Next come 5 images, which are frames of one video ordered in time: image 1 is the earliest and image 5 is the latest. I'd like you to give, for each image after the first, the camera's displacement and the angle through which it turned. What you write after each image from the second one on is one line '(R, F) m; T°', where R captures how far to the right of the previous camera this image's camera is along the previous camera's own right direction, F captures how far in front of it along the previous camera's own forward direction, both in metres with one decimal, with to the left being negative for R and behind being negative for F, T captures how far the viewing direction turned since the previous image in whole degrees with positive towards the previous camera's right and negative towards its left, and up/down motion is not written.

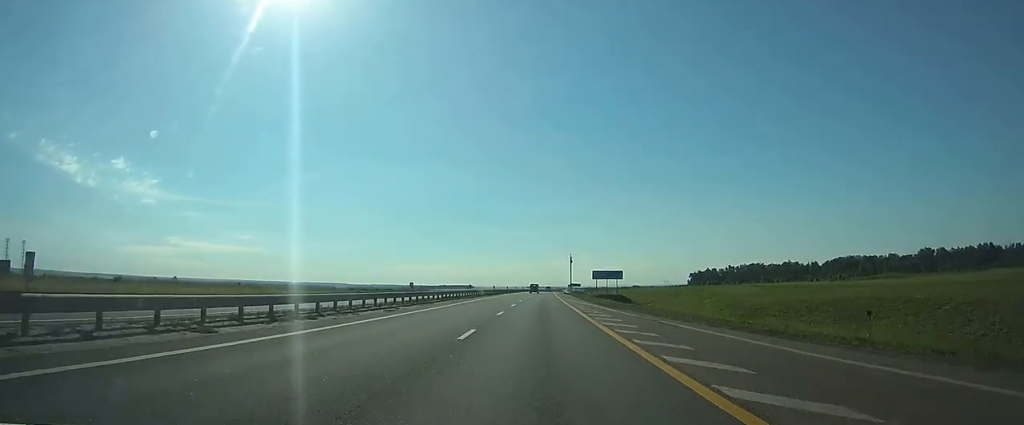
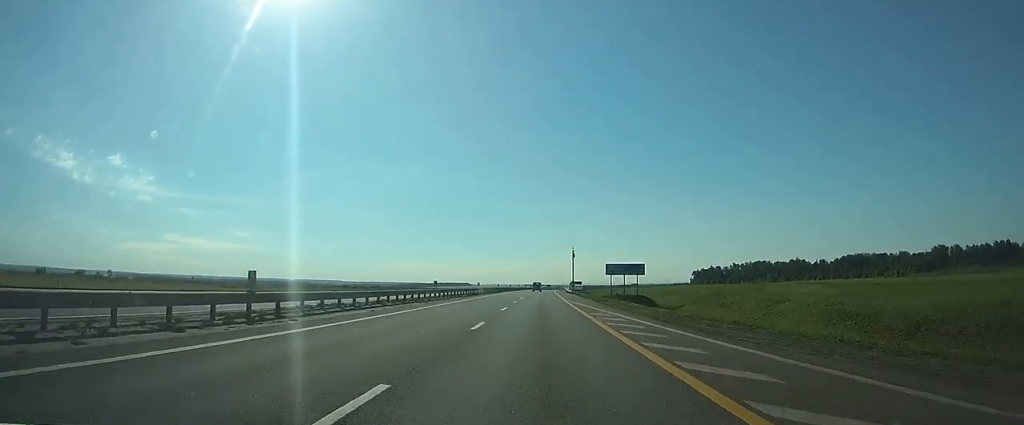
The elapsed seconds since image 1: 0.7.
(0.0, +22.2) m; 0°
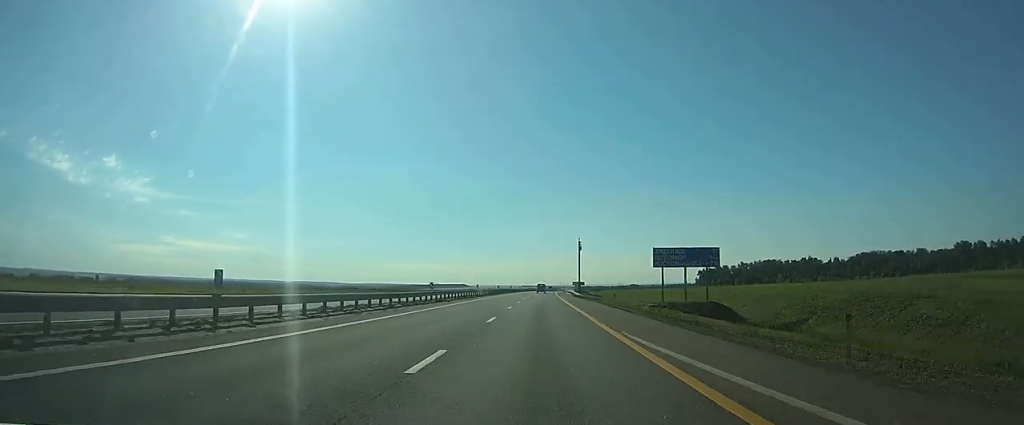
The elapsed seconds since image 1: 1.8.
(+0.2, +34.7) m; +1°
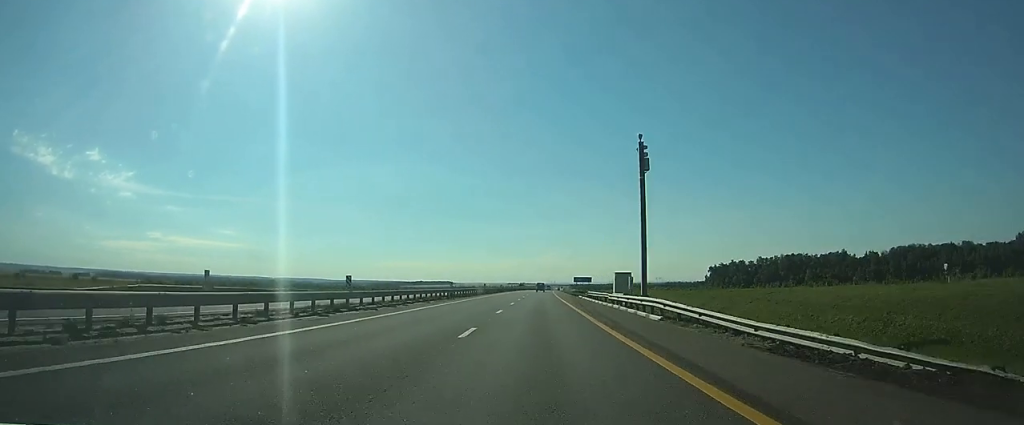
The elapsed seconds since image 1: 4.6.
(+0.5, +89.3) m; 0°
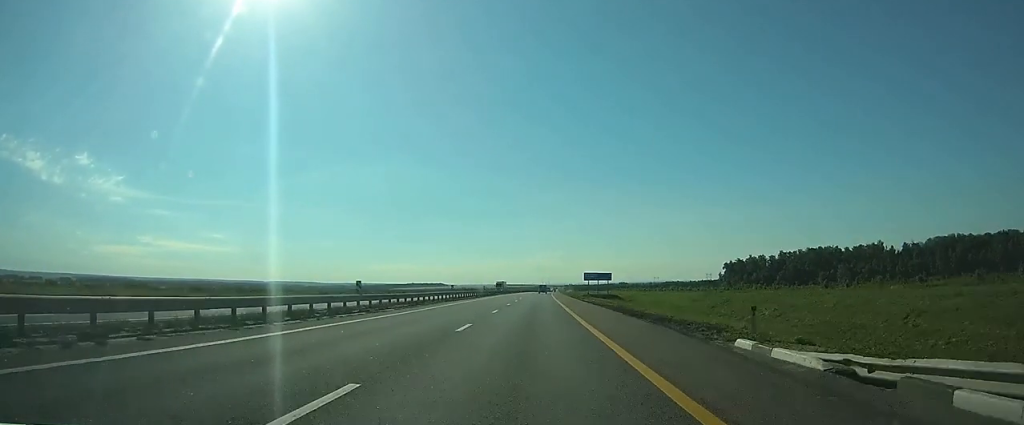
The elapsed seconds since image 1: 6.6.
(+0.3, +51.5) m; +1°
